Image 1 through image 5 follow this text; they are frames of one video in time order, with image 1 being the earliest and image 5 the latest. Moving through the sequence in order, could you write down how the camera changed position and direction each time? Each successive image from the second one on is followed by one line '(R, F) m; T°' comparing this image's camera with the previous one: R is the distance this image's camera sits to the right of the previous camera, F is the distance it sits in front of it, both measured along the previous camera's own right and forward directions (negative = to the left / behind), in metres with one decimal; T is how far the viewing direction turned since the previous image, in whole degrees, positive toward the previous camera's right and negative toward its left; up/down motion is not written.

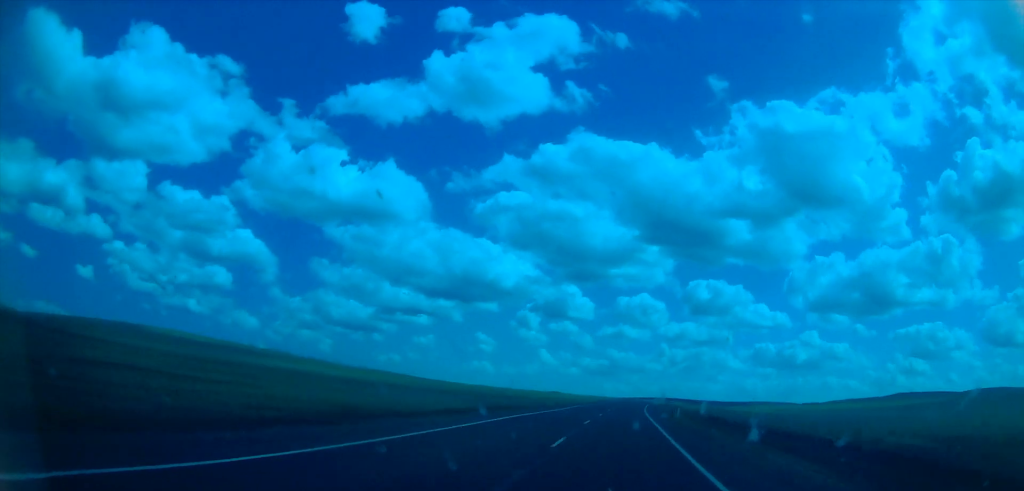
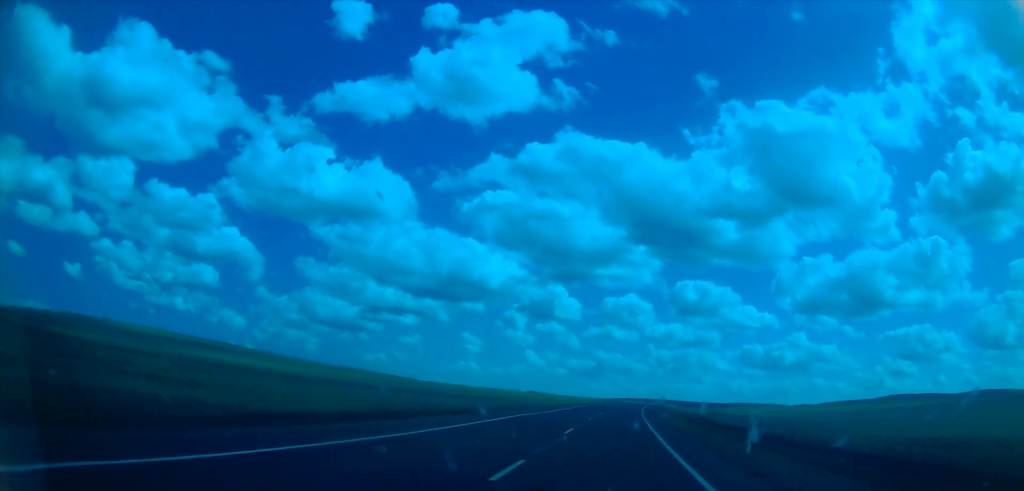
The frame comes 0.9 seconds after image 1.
(+0.5, +30.3) m; +1°
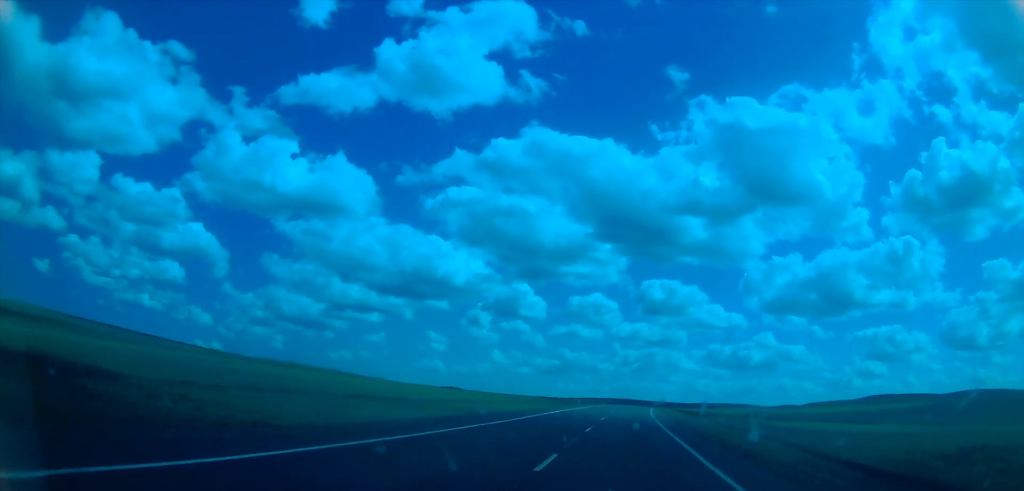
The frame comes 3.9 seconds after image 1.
(+1.2, +94.9) m; +3°
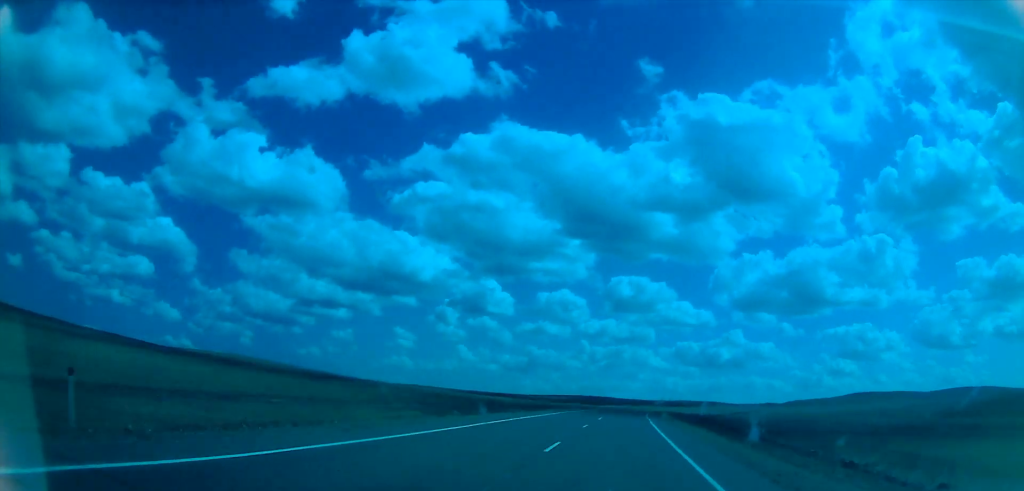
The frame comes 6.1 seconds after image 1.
(+0.5, +68.3) m; +1°
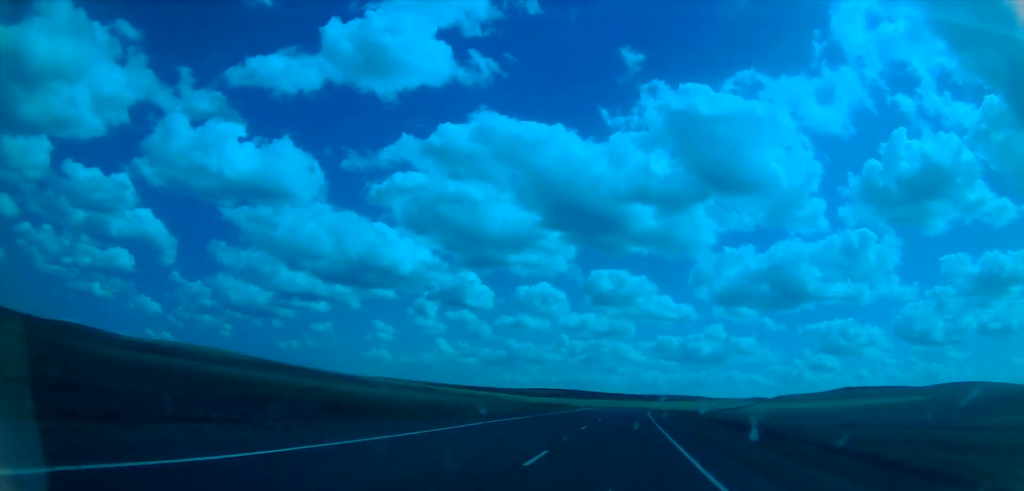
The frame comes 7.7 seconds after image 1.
(+1.8, +50.9) m; +3°
